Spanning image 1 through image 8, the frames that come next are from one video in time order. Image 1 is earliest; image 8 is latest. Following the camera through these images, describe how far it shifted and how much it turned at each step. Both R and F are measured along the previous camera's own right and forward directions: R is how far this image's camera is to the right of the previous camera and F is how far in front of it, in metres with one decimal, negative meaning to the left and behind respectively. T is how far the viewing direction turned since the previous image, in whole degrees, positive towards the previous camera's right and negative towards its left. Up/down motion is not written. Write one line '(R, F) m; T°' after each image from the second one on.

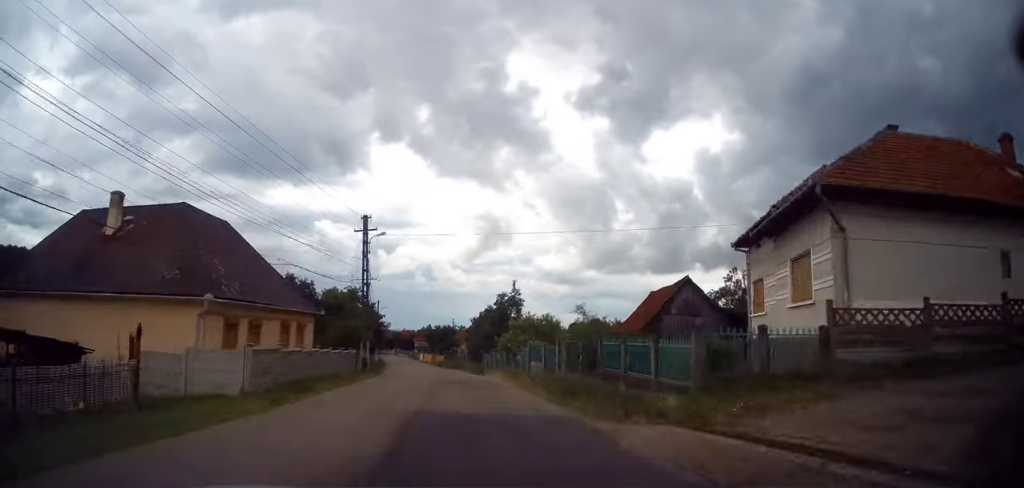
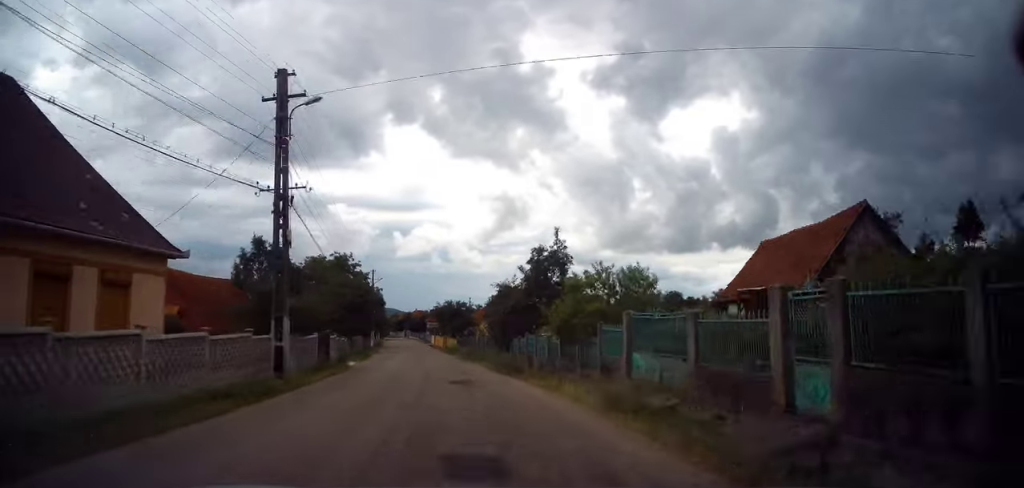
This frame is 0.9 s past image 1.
(-0.2, +15.6) m; -2°
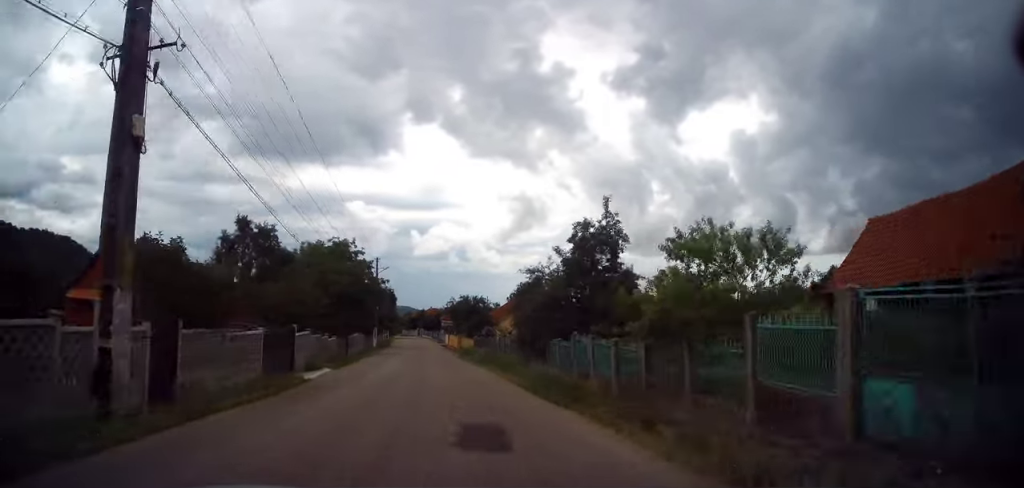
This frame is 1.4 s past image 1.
(+0.2, +7.8) m; -1°
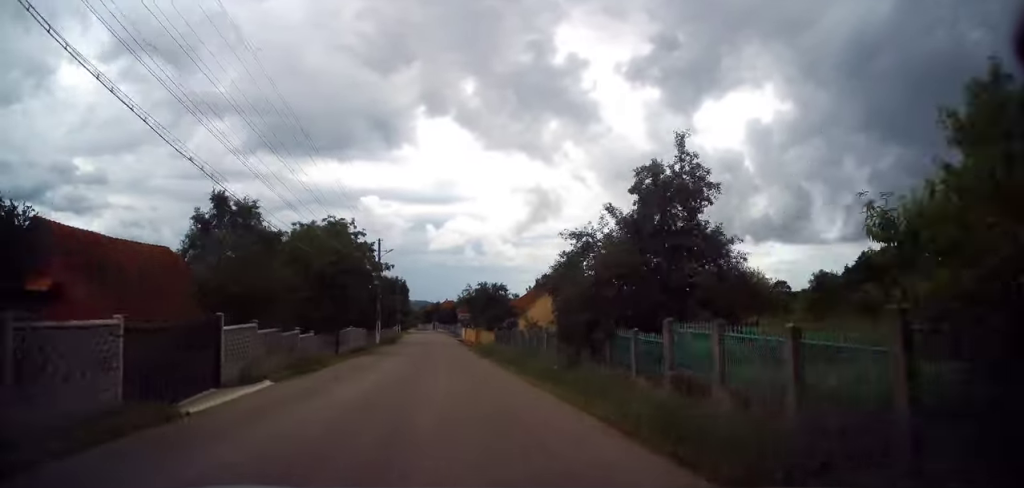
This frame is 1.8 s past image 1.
(-0.2, +7.2) m; -2°
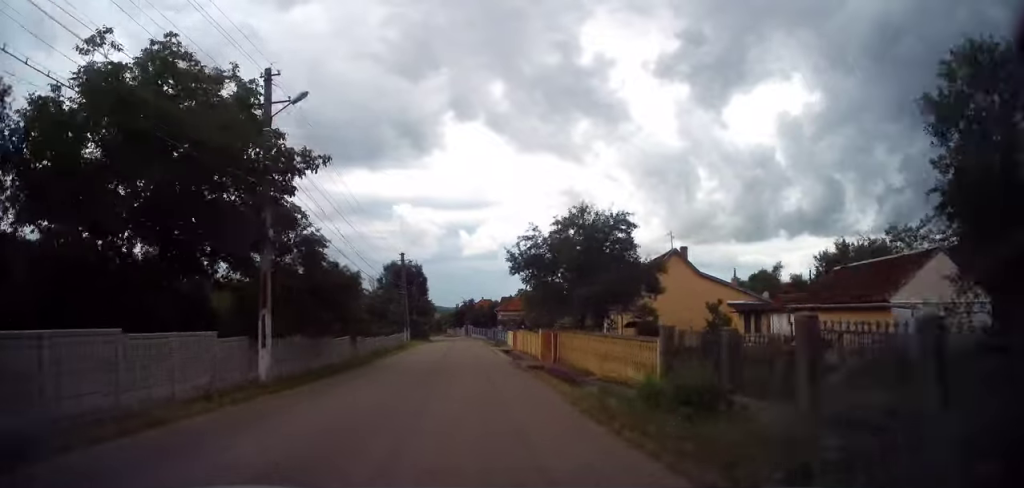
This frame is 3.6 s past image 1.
(-1.5, +29.3) m; -4°
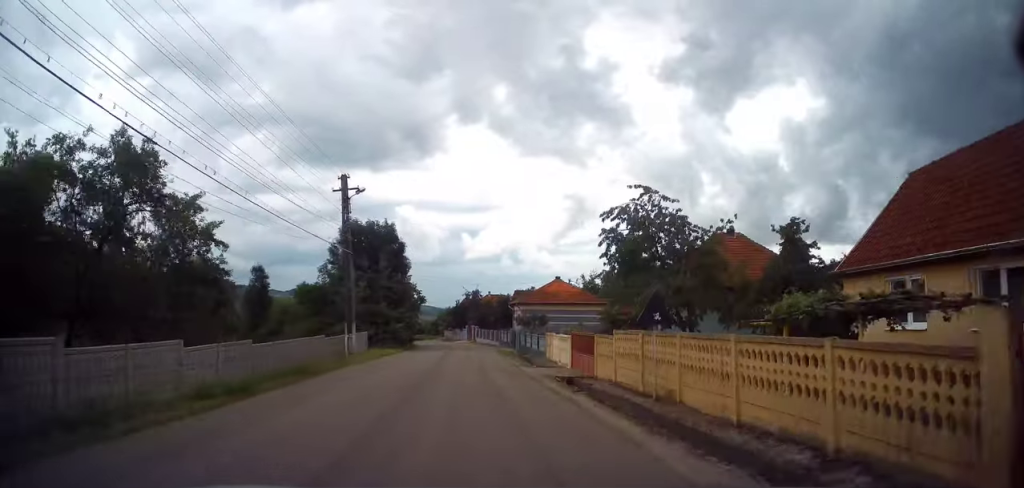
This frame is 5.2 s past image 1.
(-0.5, +25.7) m; -1°
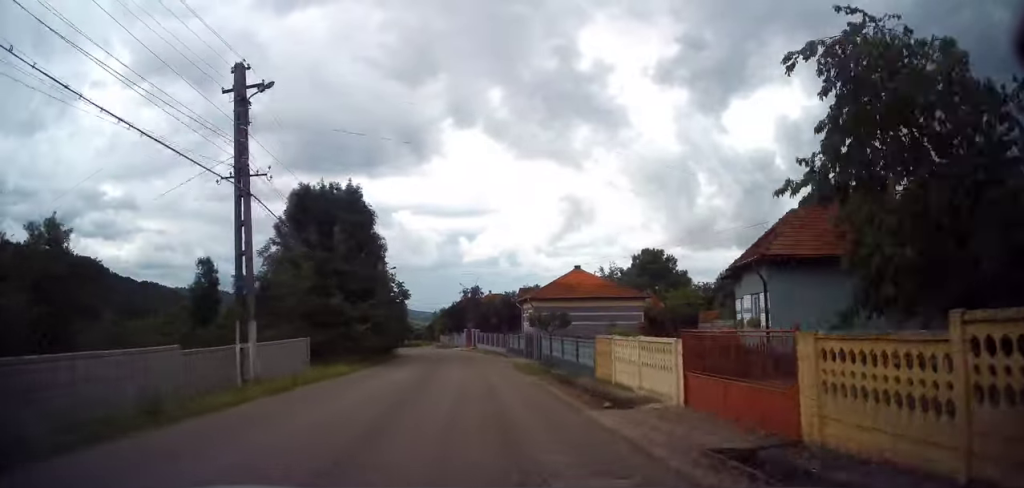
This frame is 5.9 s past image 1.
(0.0, +11.9) m; 0°
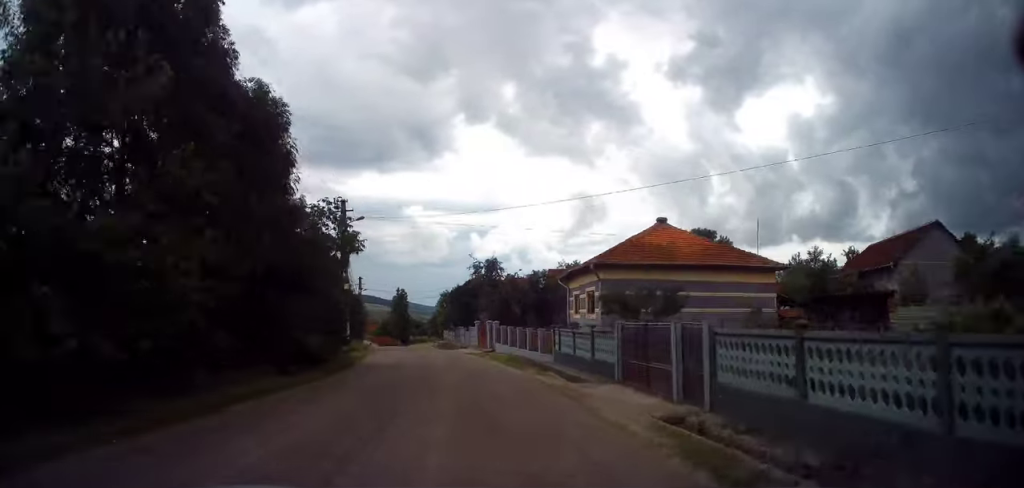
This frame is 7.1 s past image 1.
(0.0, +19.5) m; -2°
